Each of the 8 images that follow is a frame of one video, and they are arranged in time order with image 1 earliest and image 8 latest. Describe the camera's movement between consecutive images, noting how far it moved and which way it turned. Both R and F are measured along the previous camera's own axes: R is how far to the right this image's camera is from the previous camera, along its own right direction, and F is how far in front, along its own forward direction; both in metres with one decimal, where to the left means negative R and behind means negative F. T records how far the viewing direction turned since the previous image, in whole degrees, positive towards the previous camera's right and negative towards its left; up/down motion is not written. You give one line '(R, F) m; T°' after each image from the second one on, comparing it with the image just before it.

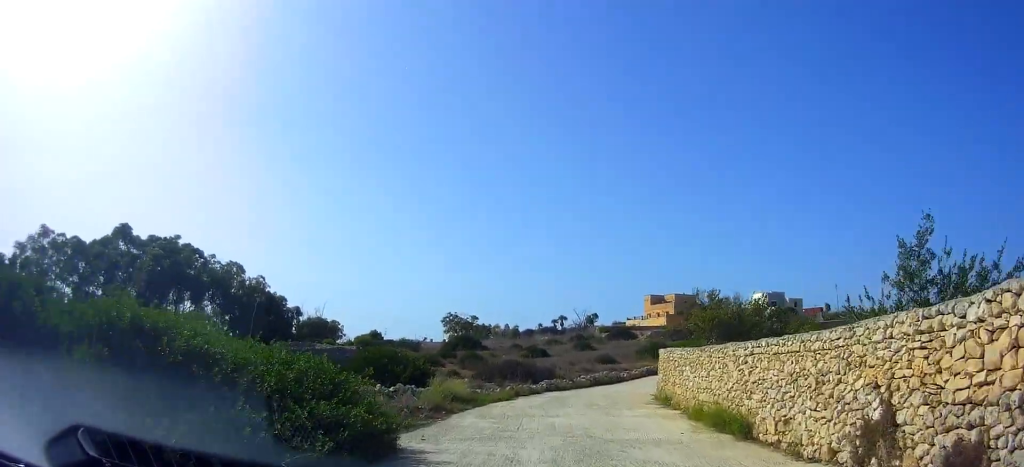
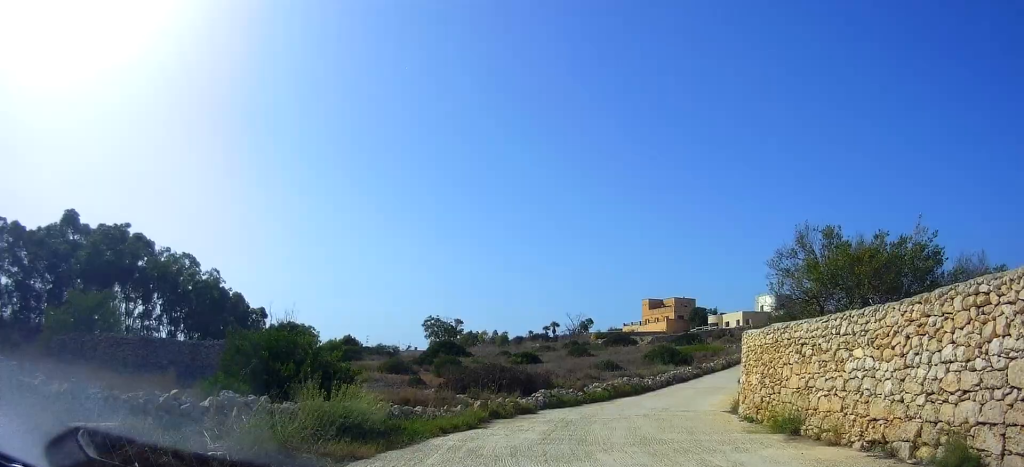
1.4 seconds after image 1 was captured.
(0.0, +10.3) m; 0°
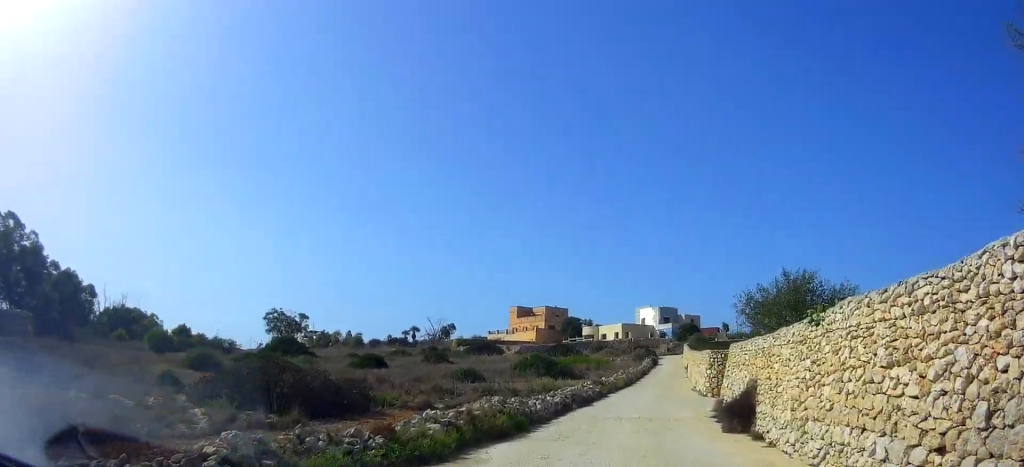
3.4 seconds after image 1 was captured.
(+1.0, +13.2) m; +13°
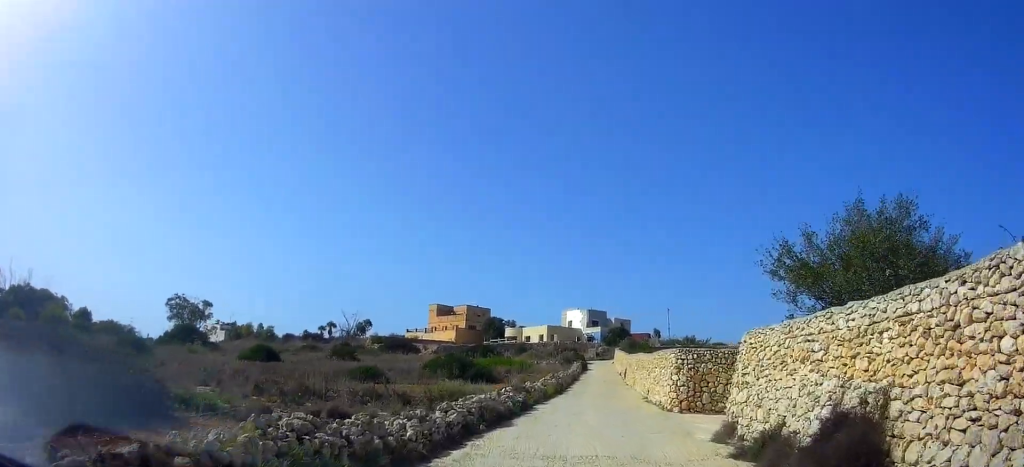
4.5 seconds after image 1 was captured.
(+0.5, +6.9) m; +6°
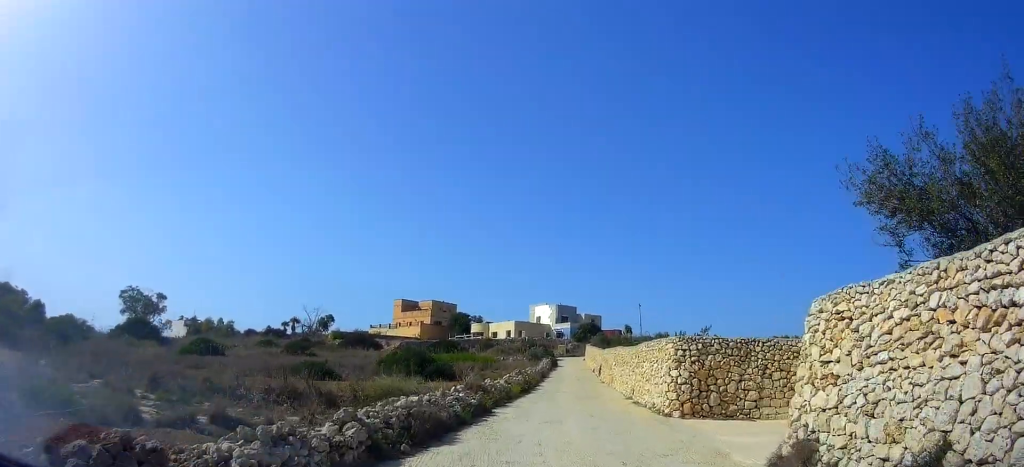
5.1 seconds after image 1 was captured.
(+0.1, +3.8) m; +3°
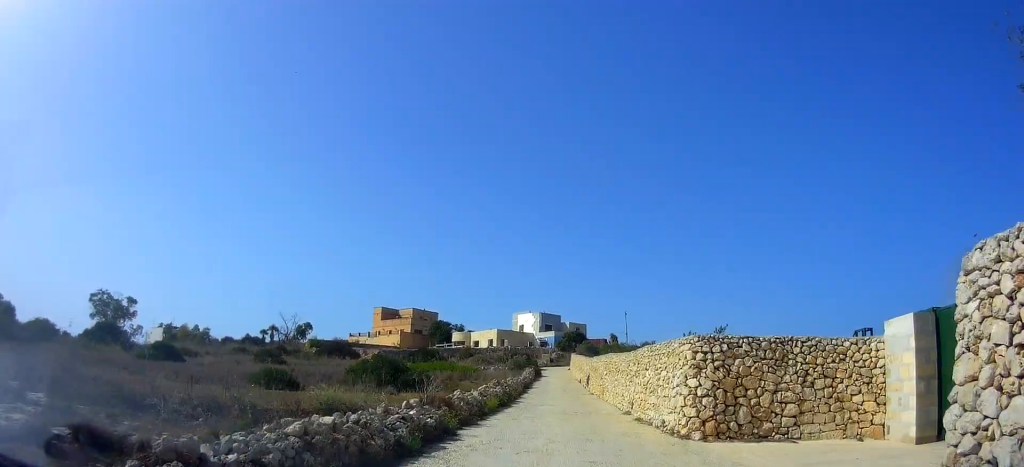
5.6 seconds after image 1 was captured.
(0.0, +3.0) m; +4°
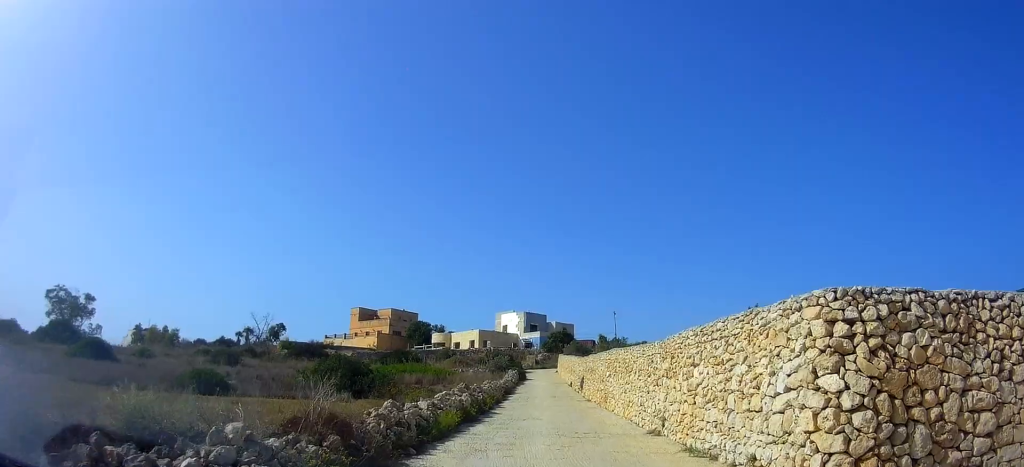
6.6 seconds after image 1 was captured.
(+0.4, +5.9) m; -1°
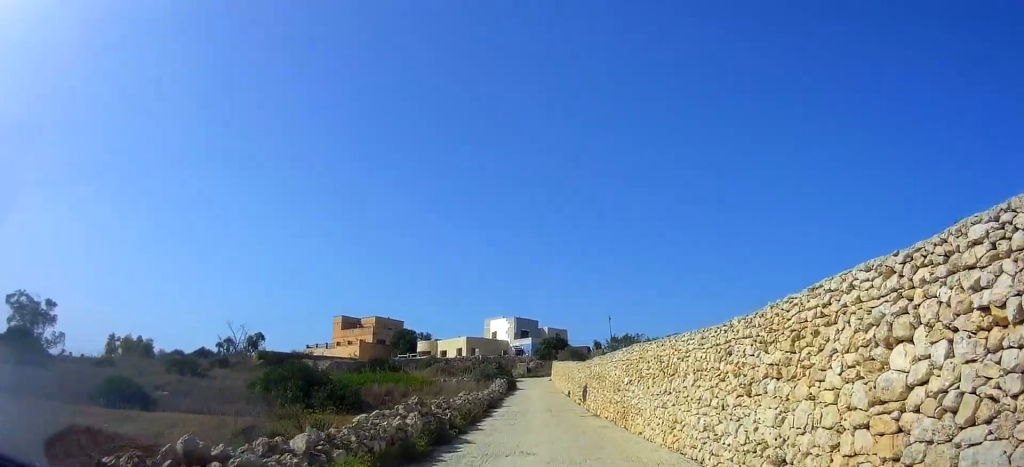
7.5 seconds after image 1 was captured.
(-0.4, +5.7) m; -1°
